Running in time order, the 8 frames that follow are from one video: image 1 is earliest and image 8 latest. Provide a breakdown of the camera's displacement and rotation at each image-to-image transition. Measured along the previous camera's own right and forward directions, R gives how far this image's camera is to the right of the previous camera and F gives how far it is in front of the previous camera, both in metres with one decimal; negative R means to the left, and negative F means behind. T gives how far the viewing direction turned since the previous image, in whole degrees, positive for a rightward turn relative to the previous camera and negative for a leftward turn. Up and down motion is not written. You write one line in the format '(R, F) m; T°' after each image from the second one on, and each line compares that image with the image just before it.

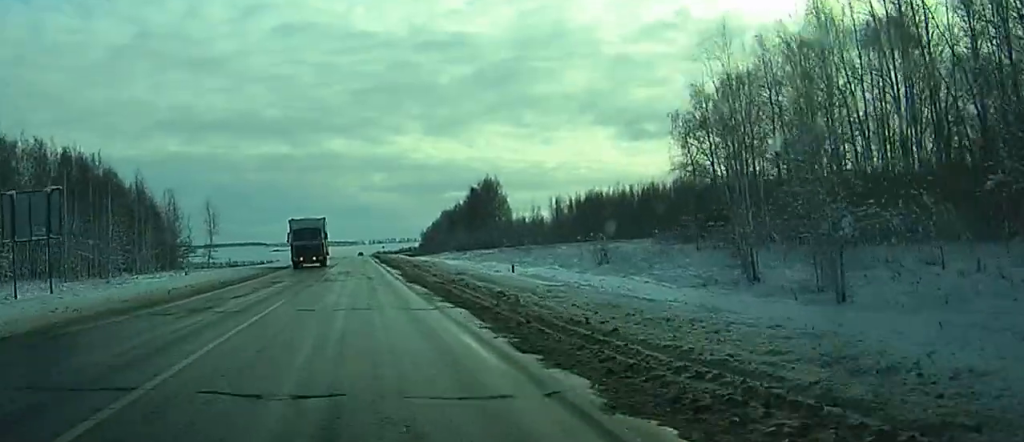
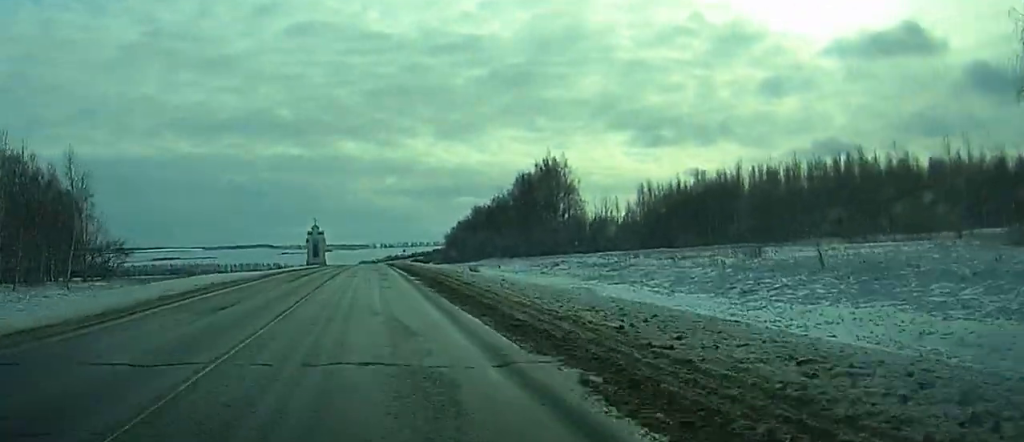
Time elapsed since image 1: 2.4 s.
(-0.2, +69.9) m; 0°
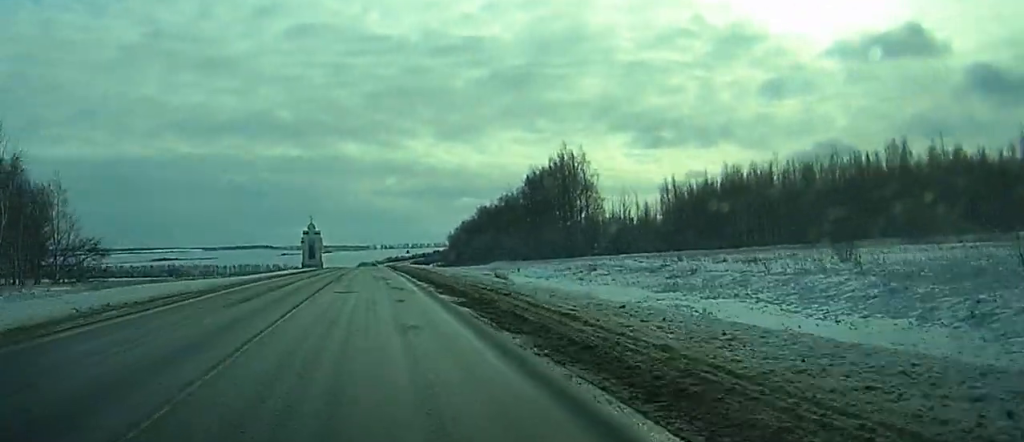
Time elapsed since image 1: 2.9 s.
(0.0, +14.5) m; 0°
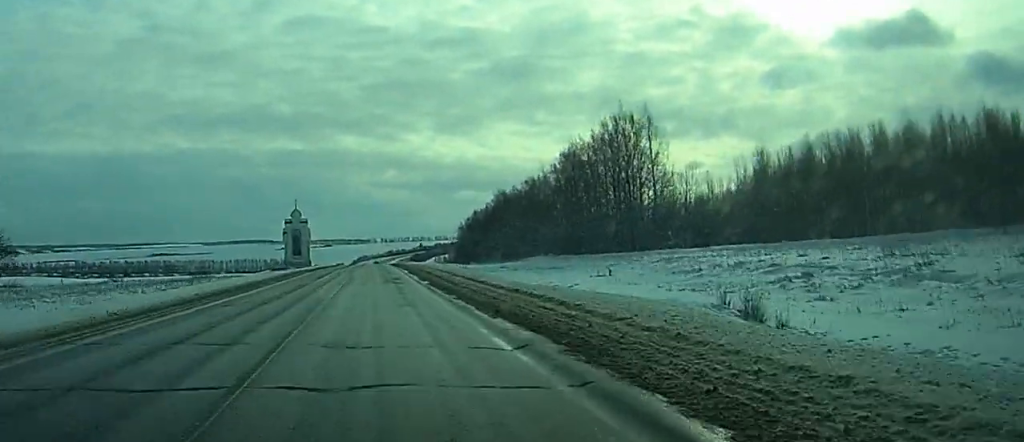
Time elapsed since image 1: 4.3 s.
(0.0, +38.6) m; 0°
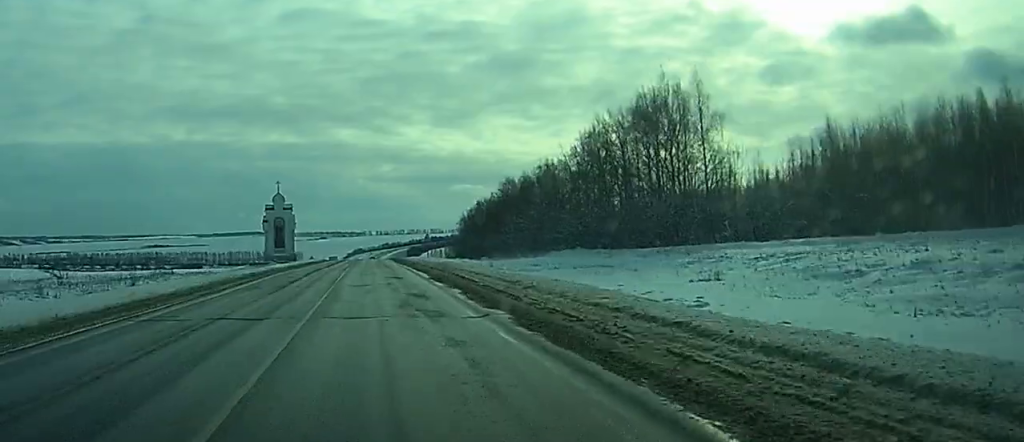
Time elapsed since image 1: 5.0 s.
(0.0, +21.1) m; 0°
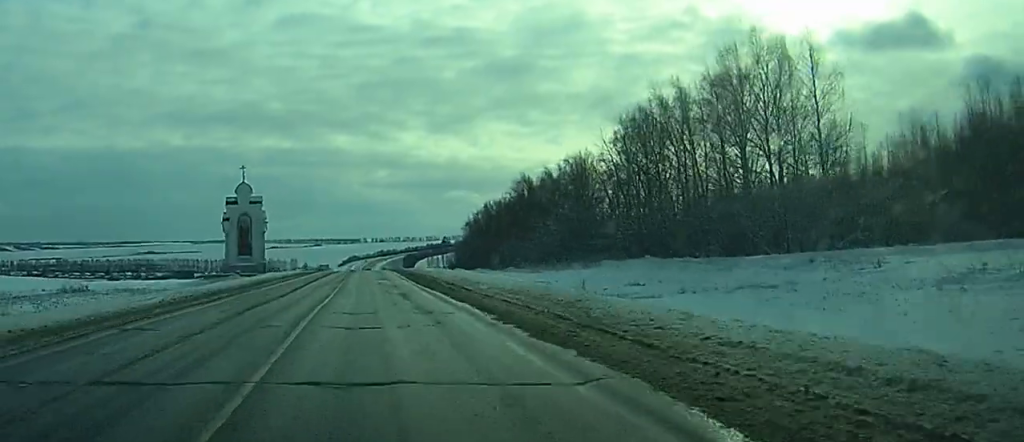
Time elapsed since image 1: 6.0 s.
(0.0, +29.4) m; 0°
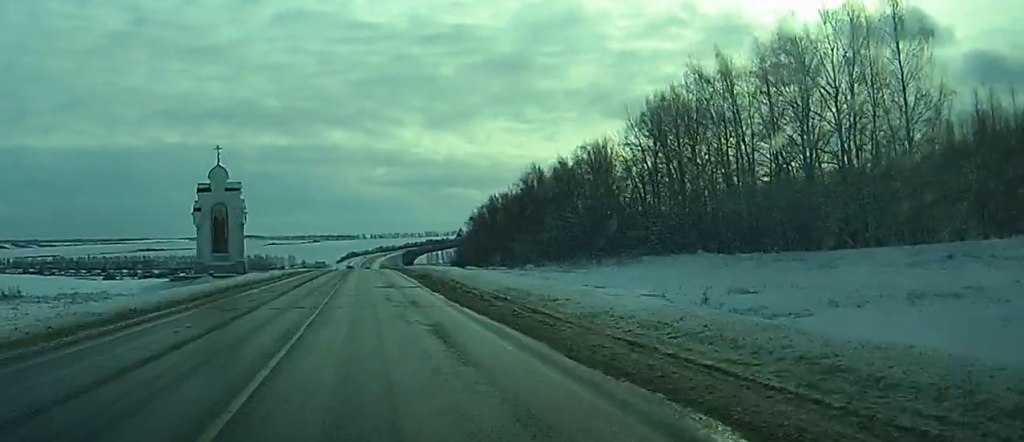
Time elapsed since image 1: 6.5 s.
(0.0, +14.1) m; 0°
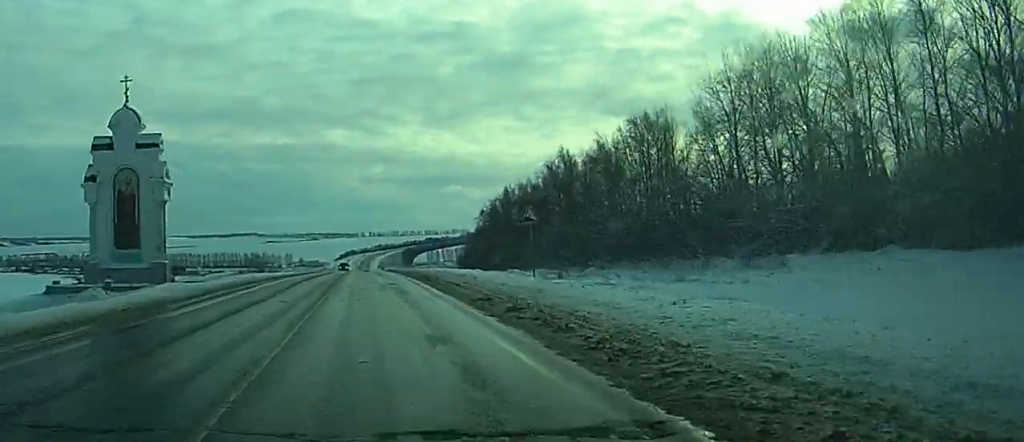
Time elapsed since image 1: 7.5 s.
(0.0, +28.0) m; 0°
